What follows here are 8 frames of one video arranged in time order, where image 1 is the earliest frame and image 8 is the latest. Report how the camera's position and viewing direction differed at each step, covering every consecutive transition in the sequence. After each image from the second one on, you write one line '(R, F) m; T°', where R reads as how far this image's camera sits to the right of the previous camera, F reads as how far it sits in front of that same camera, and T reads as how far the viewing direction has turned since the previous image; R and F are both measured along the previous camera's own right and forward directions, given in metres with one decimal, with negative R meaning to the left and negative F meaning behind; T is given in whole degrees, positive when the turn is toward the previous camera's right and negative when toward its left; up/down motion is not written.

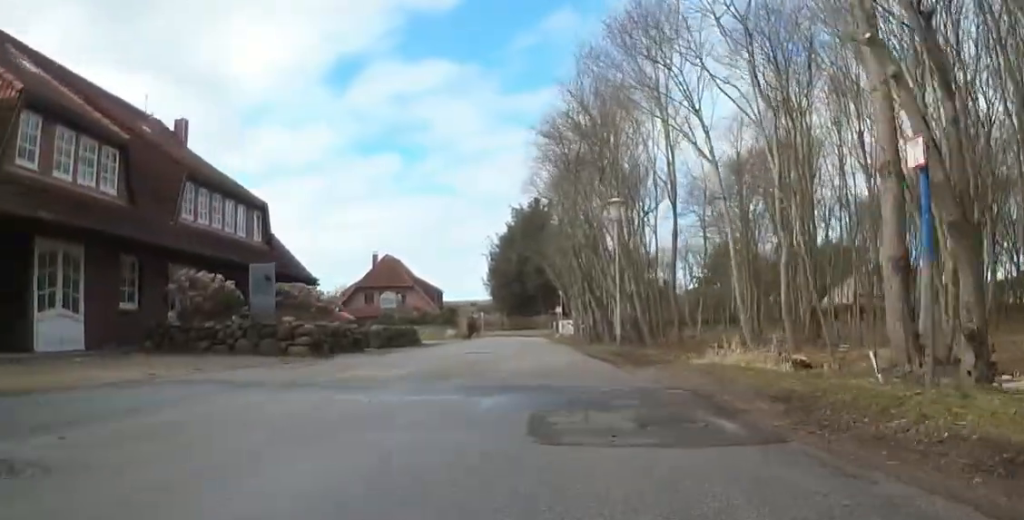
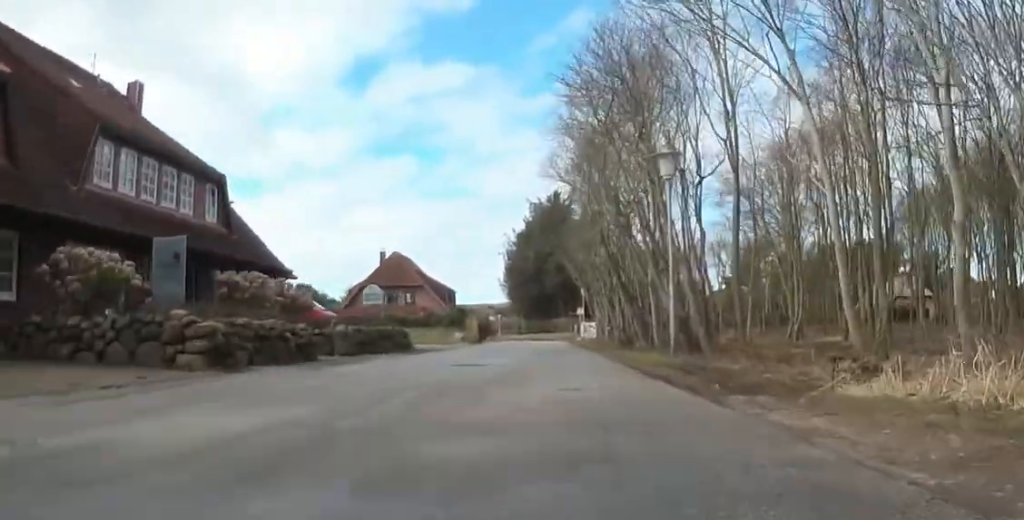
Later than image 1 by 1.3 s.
(0.0, +6.2) m; 0°
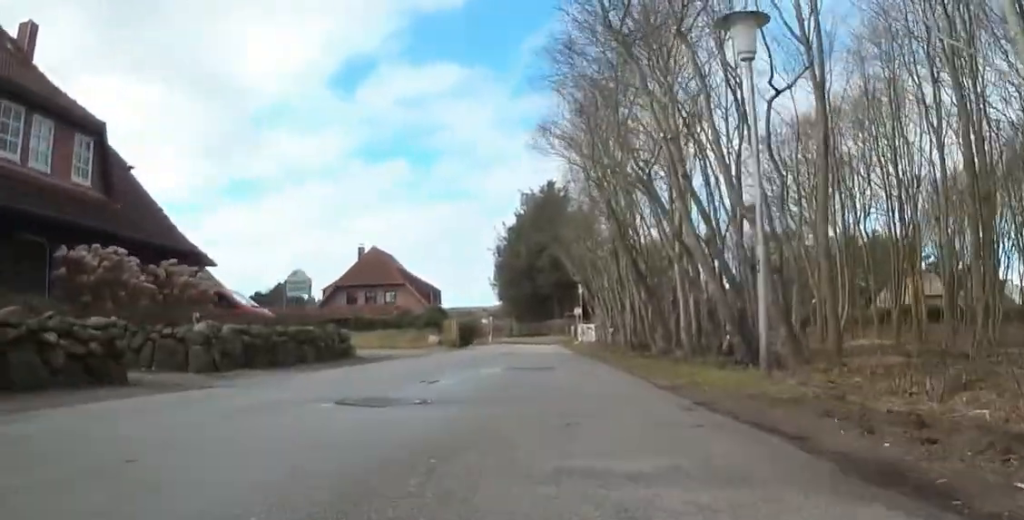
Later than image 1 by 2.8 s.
(0.0, +7.4) m; 0°
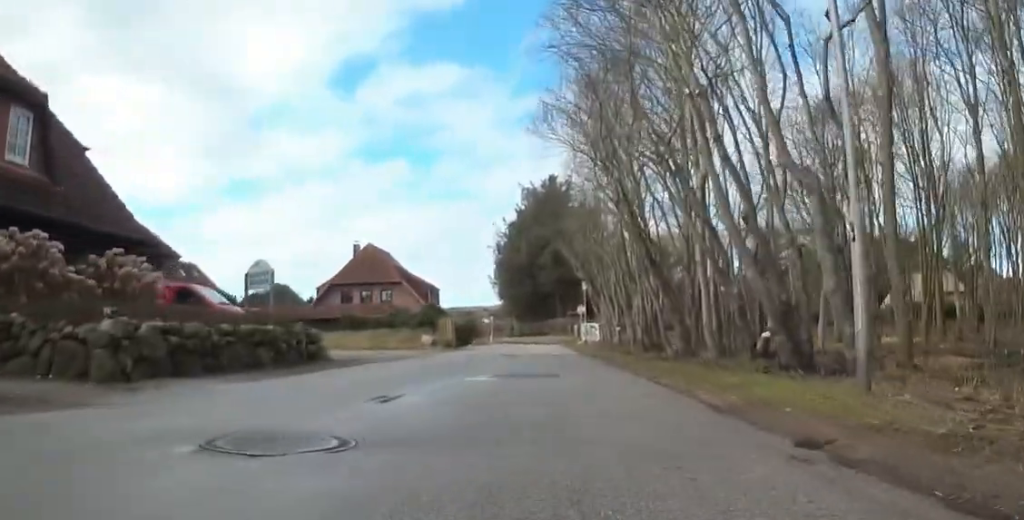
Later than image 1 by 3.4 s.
(0.0, +2.8) m; 0°
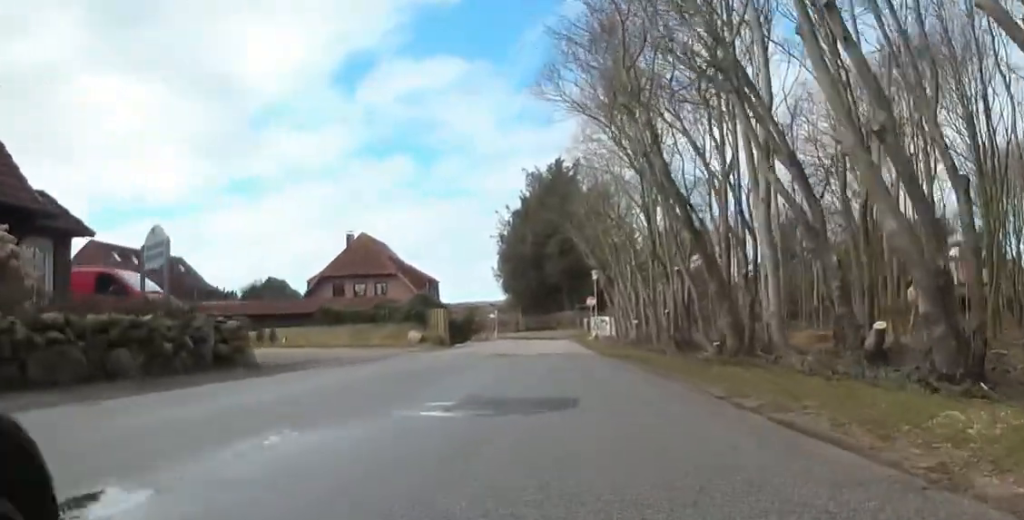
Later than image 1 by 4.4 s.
(0.0, +5.0) m; 0°
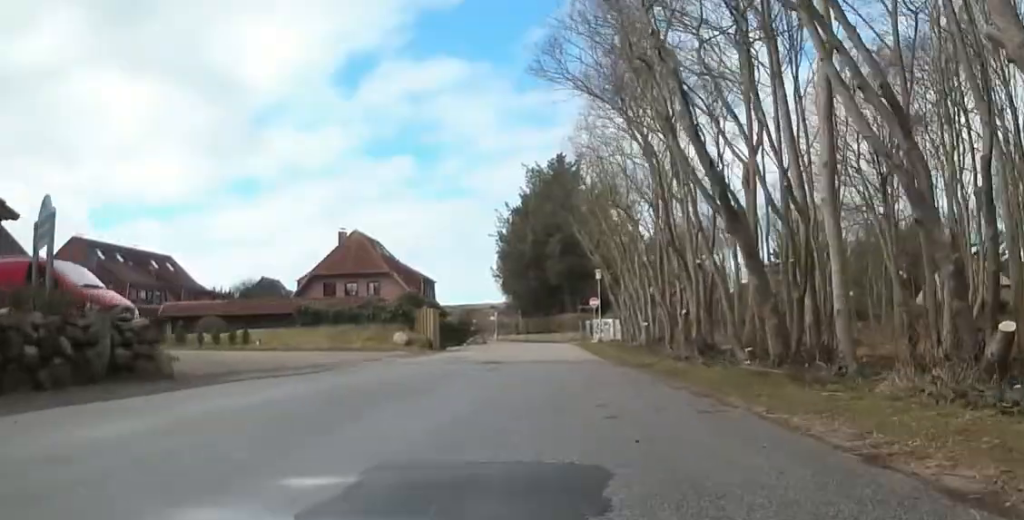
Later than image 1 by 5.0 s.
(0.0, +3.1) m; 0°
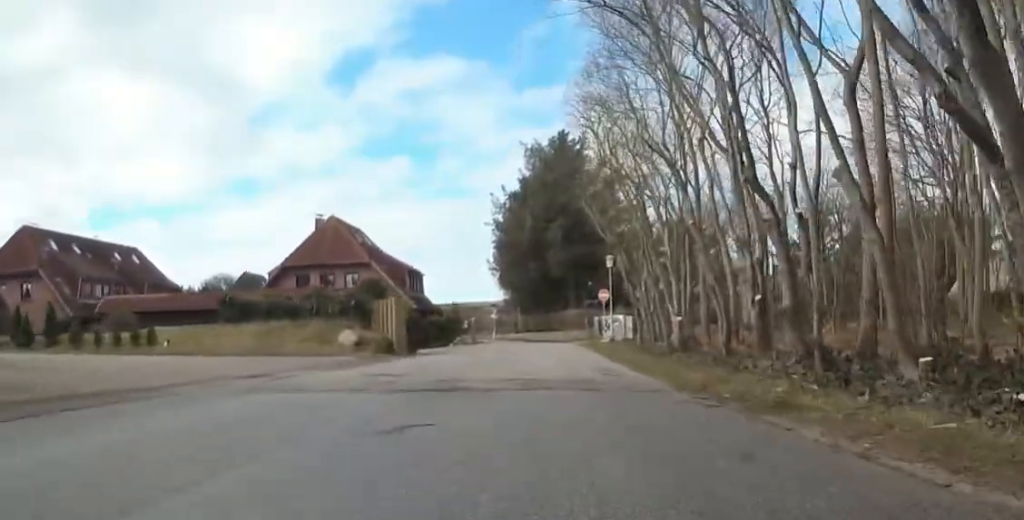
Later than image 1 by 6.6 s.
(0.0, +7.5) m; 0°
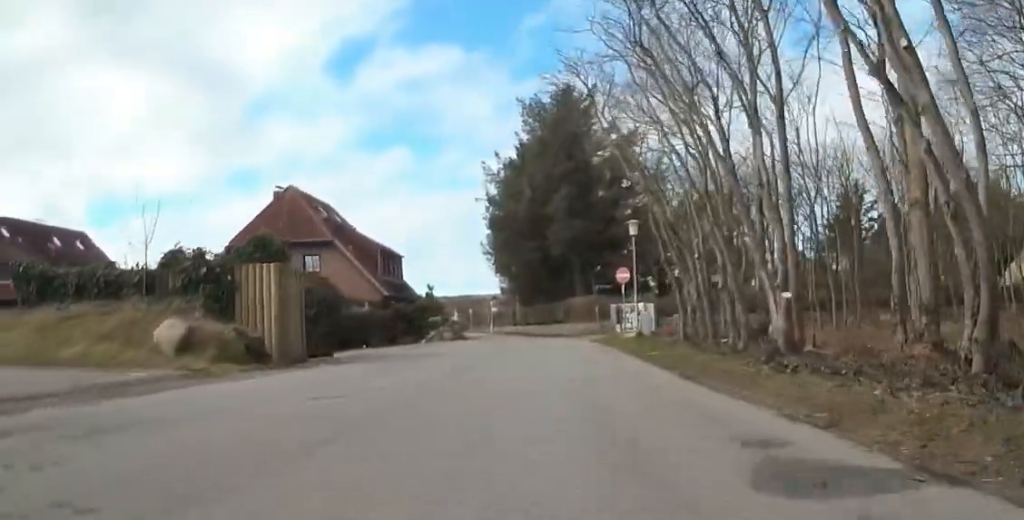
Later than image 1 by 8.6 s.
(0.0, +10.2) m; 0°
